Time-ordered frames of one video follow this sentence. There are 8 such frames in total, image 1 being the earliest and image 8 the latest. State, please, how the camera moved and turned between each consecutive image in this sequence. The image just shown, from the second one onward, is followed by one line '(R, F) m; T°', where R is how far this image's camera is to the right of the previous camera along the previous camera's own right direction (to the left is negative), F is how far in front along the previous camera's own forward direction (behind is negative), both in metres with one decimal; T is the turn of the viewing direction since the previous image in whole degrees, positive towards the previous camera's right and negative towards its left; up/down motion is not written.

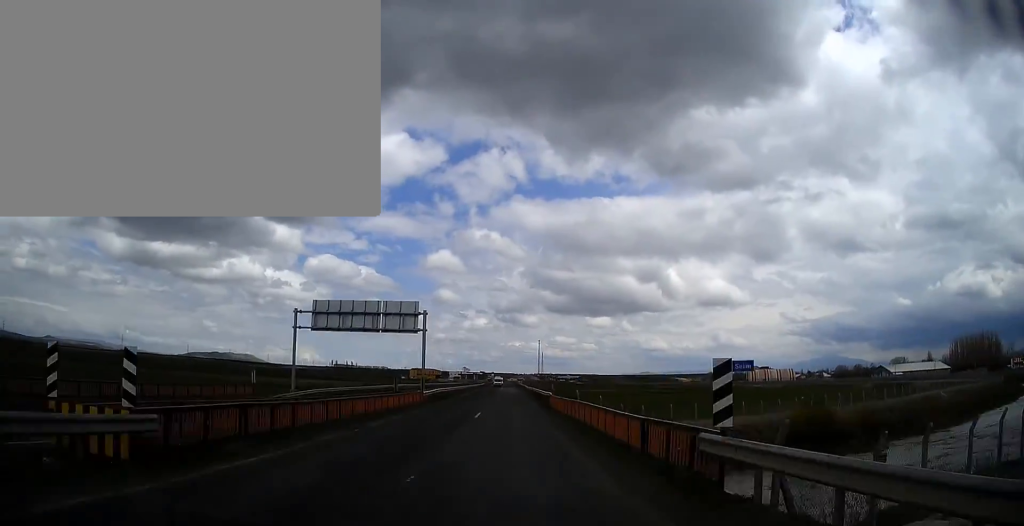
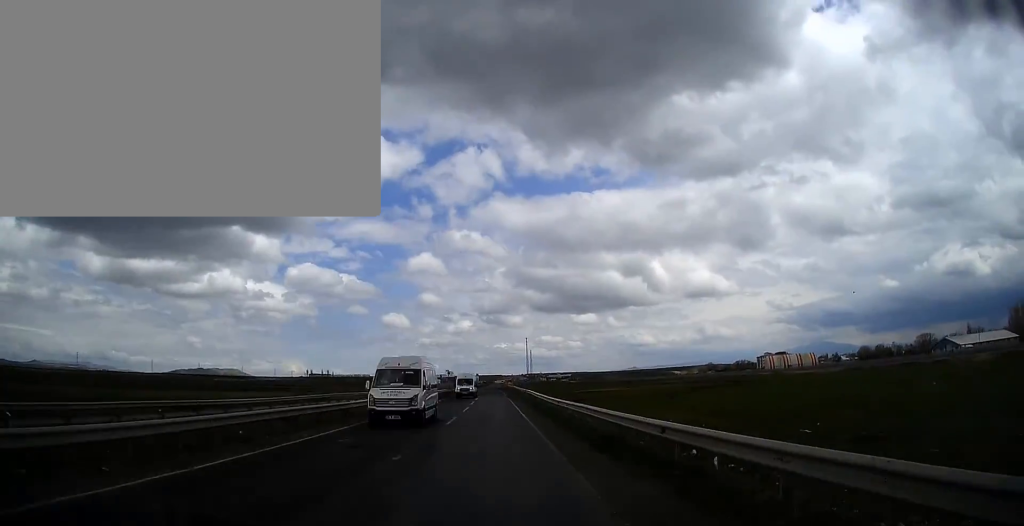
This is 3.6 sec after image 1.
(+0.1, +80.2) m; 0°
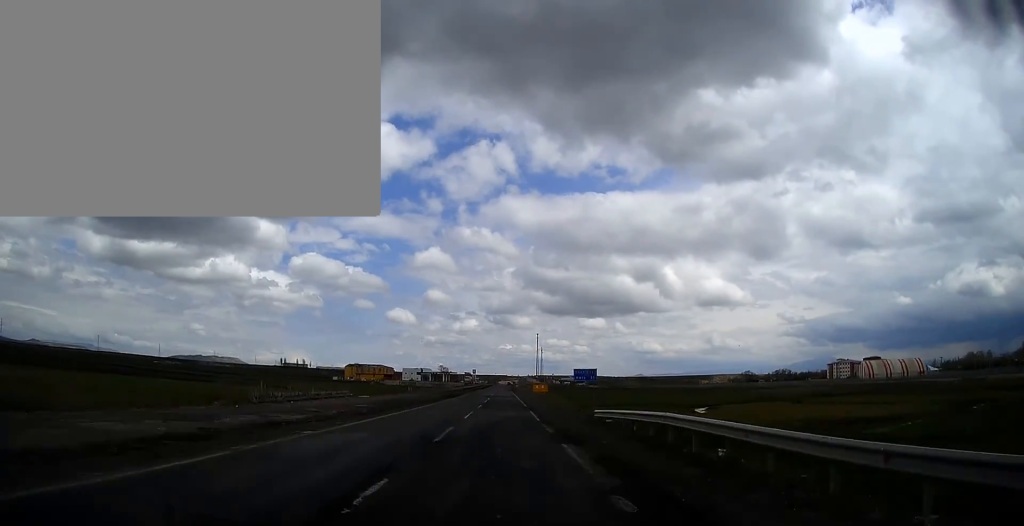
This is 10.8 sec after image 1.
(-0.1, +168.8) m; 0°
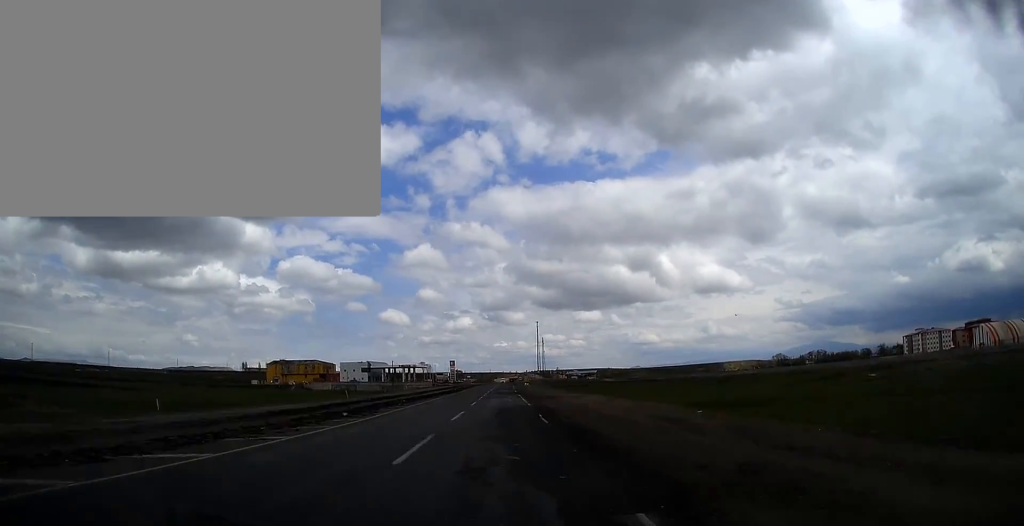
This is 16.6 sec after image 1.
(+0.7, +149.1) m; +1°
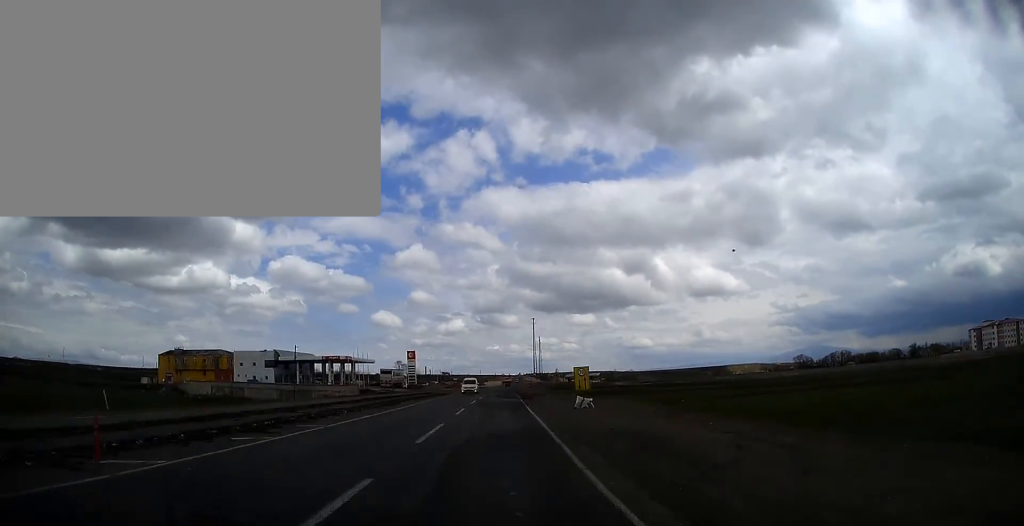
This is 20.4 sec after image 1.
(+0.5, +83.6) m; +1°
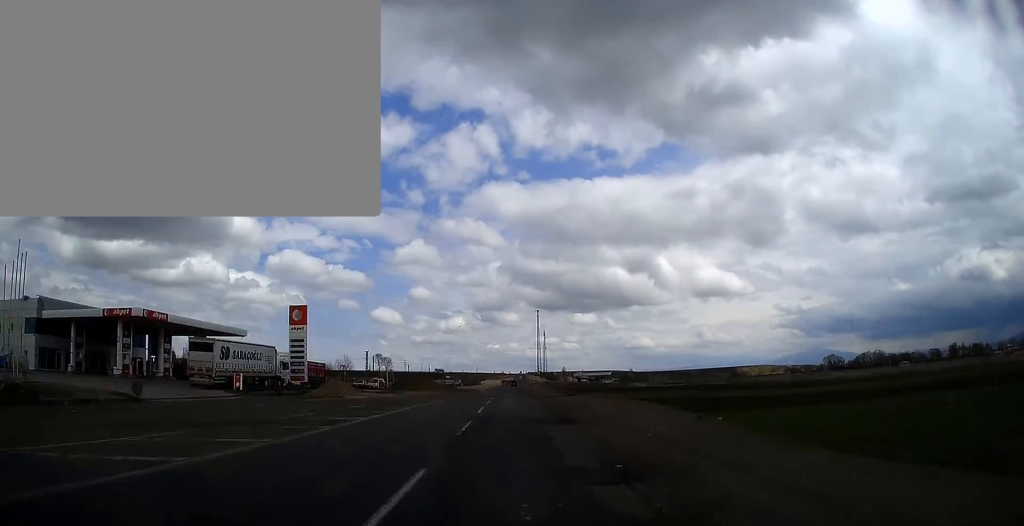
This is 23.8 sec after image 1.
(+0.1, +74.3) m; +1°
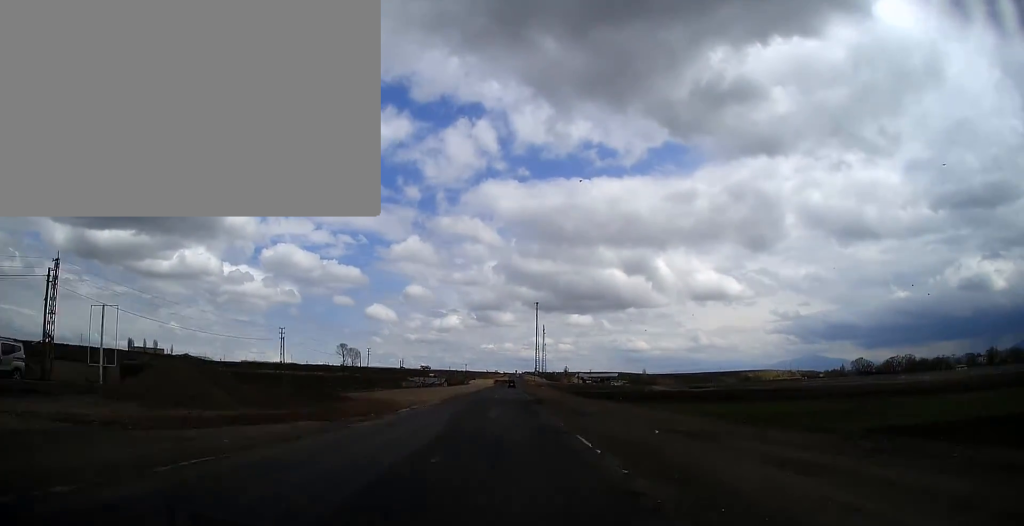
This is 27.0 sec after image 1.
(+0.4, +73.5) m; 0°
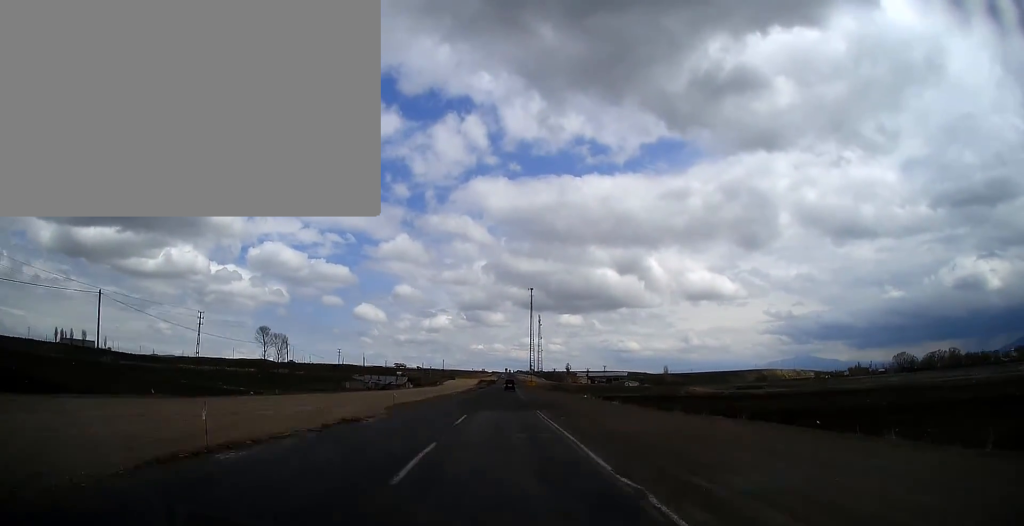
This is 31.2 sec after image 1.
(+0.6, +93.7) m; +1°
